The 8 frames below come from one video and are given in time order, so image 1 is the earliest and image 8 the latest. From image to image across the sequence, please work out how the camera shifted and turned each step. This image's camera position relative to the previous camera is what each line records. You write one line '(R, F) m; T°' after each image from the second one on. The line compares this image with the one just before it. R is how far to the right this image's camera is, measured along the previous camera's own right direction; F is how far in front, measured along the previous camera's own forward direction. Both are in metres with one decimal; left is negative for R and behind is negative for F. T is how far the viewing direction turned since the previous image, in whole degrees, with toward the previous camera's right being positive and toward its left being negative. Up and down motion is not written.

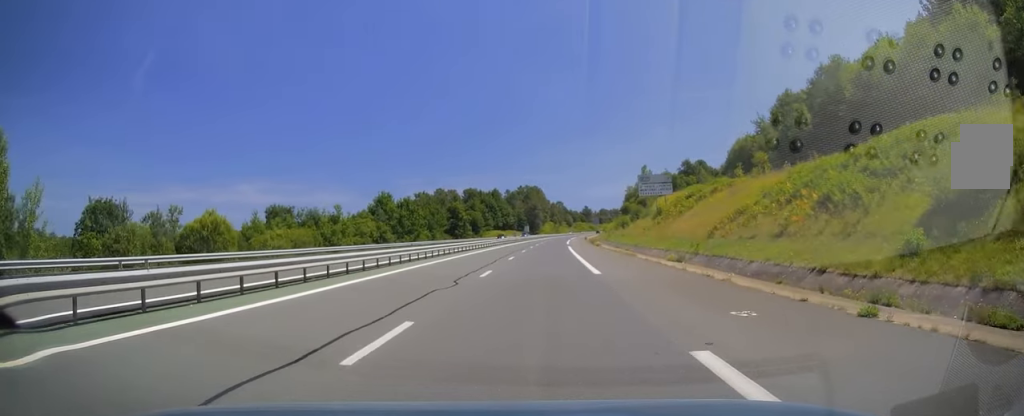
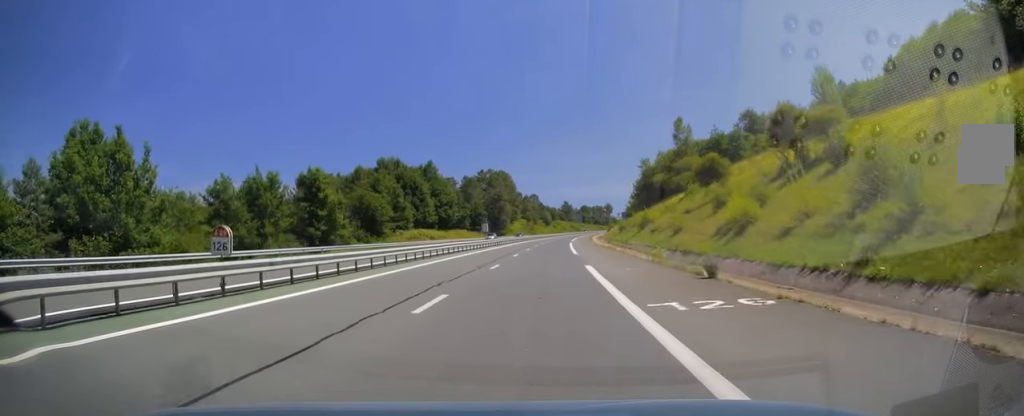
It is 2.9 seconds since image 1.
(+1.7, +86.0) m; +2°
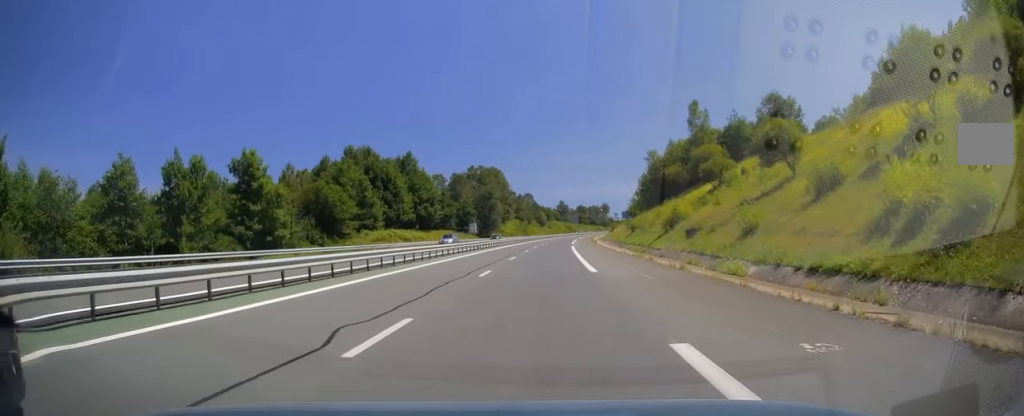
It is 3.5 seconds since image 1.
(0.0, +16.7) m; 0°
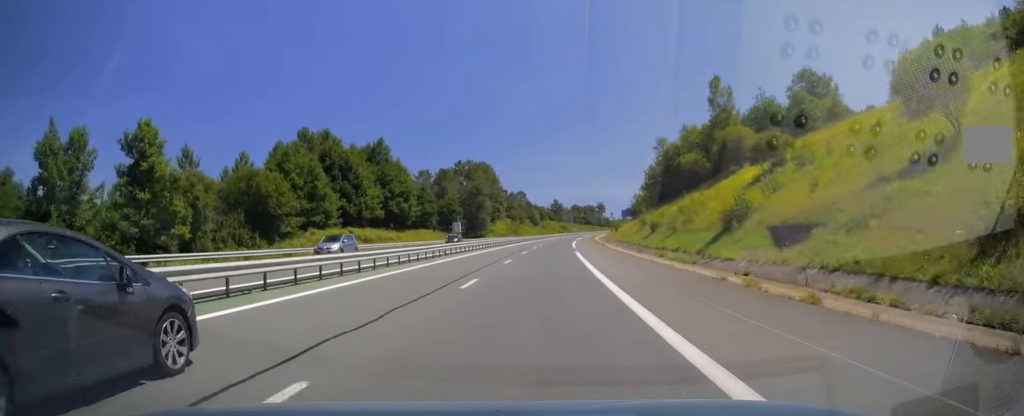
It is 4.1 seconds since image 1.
(+0.1, +17.2) m; +1°
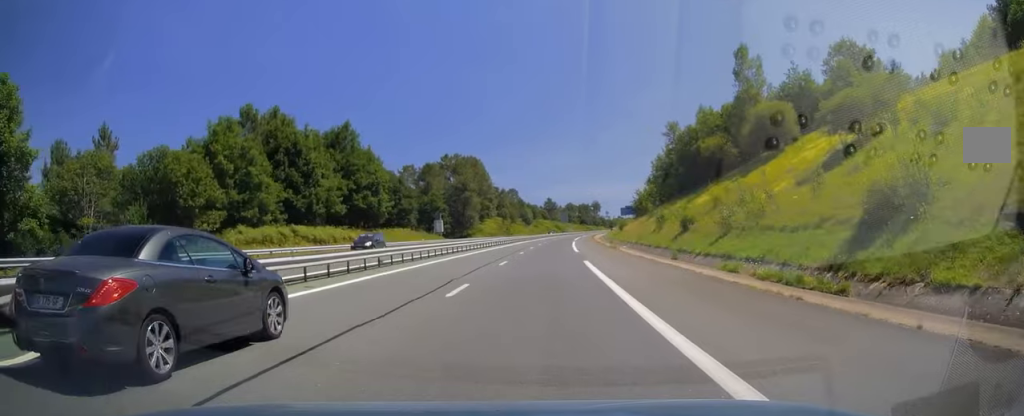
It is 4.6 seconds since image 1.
(0.0, +15.1) m; +1°
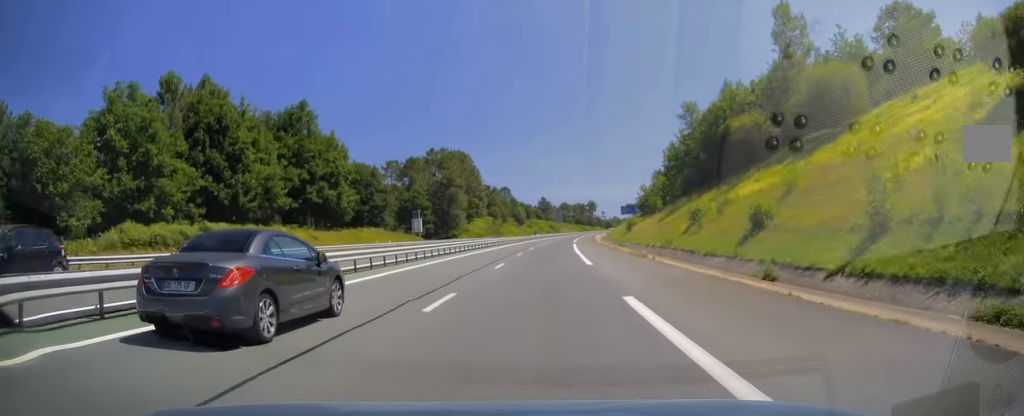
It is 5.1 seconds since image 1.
(+0.2, +15.2) m; +1°
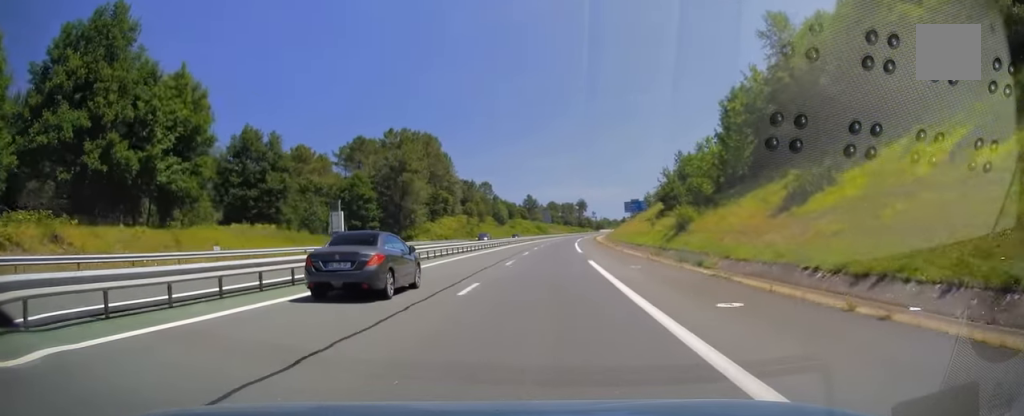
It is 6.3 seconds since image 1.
(+0.7, +35.8) m; +2°
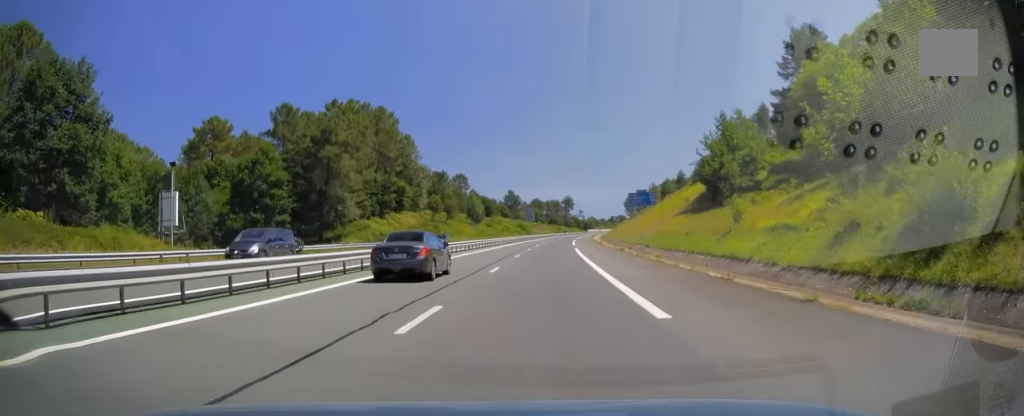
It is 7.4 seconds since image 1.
(+0.1, +31.4) m; 0°
